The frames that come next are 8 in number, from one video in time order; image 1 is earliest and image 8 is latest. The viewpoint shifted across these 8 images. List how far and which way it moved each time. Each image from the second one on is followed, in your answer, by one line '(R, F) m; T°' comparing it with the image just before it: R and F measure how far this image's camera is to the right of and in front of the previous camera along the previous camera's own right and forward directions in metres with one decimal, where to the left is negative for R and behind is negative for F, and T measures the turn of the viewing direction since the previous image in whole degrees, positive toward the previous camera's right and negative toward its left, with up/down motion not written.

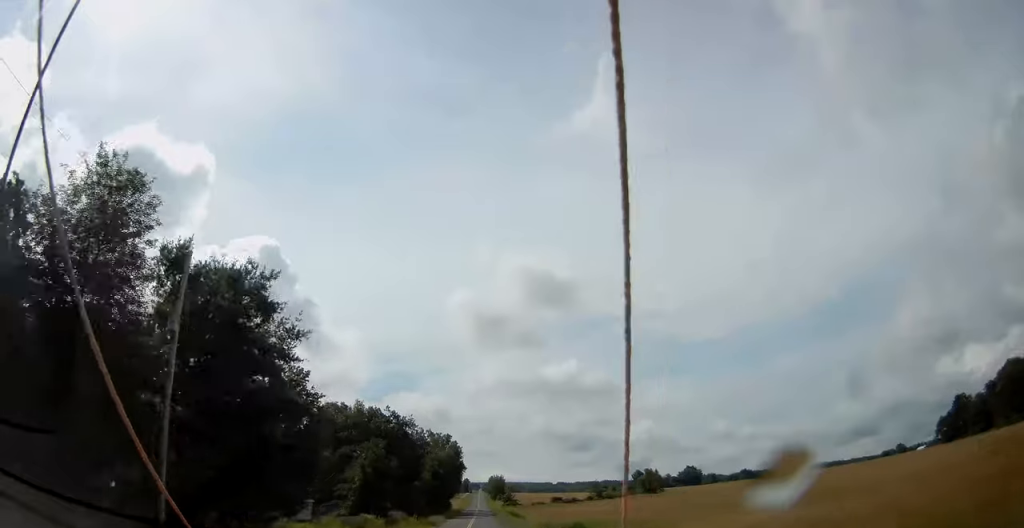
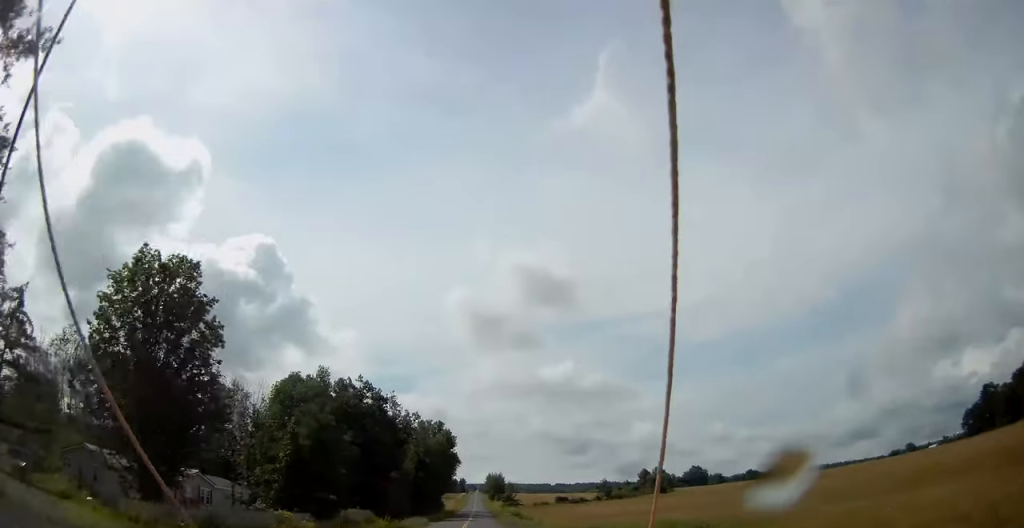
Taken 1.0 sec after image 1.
(0.0, +24.8) m; 0°
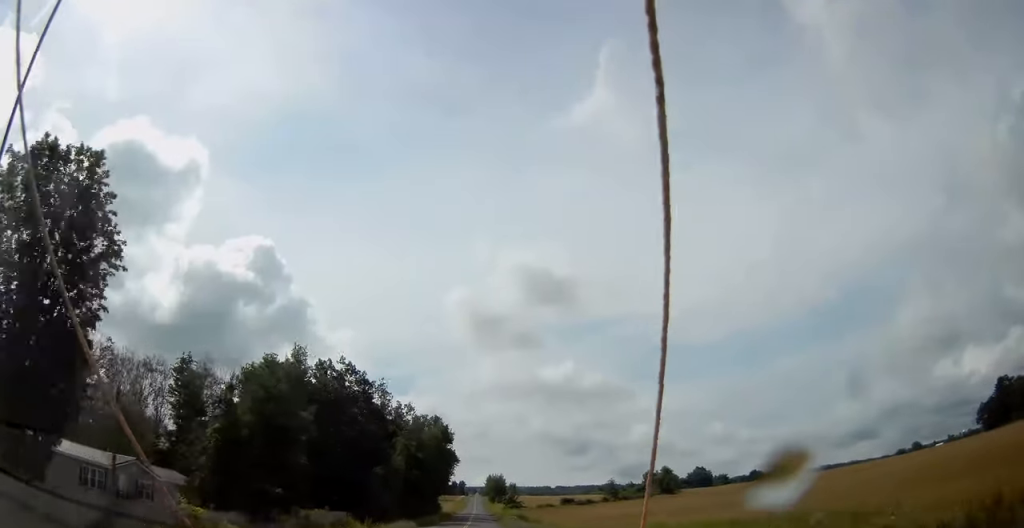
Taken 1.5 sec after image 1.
(0.0, +12.0) m; 0°
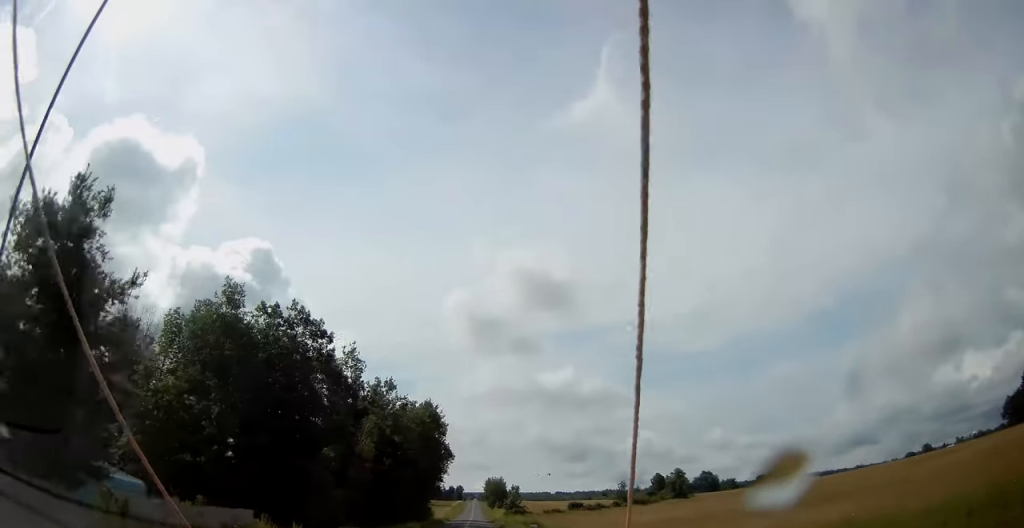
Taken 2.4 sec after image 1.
(+0.1, +21.6) m; 0°
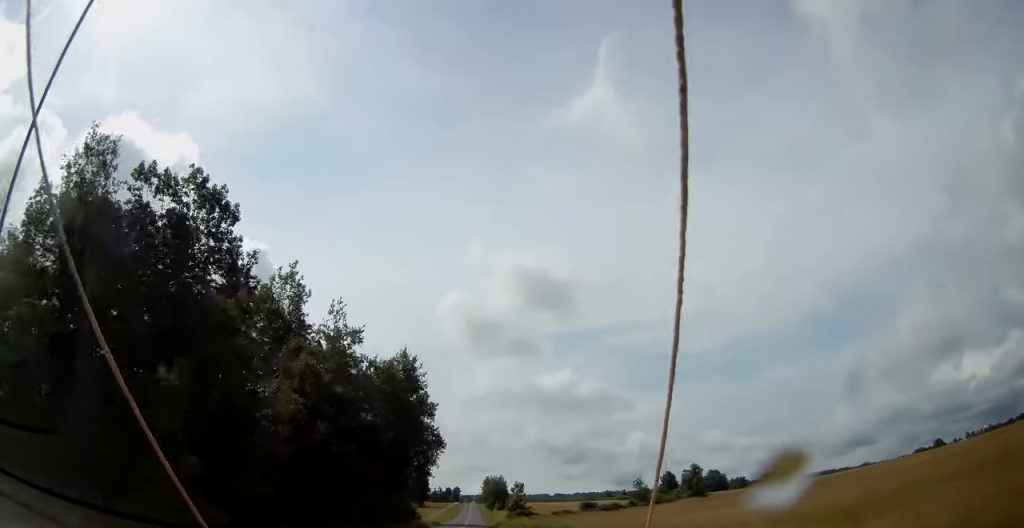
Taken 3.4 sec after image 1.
(0.0, +24.0) m; 0°
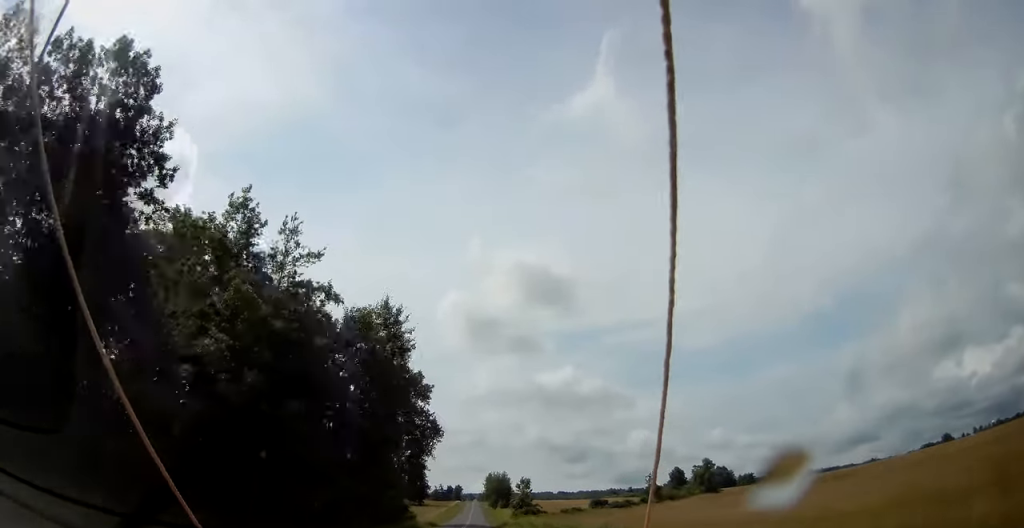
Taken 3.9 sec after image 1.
(-0.2, +12.0) m; 0°
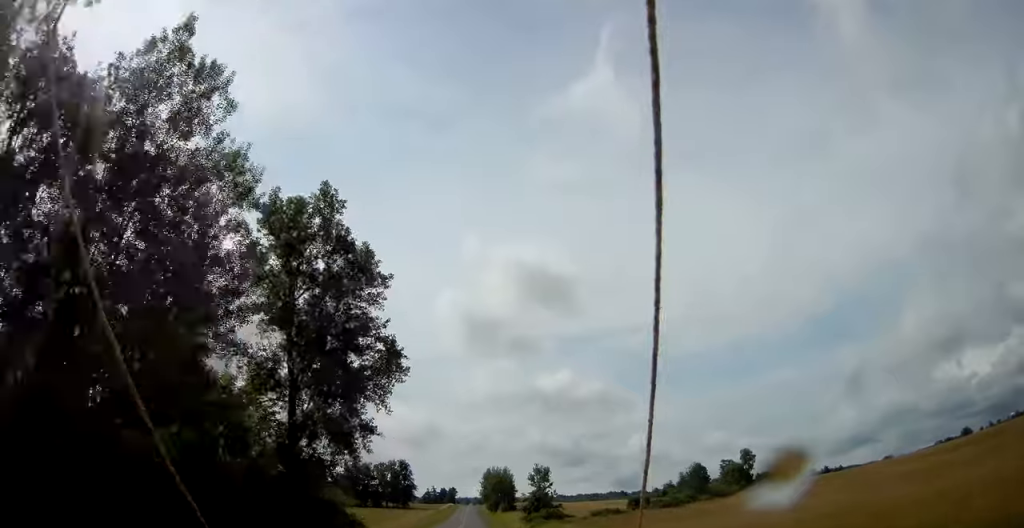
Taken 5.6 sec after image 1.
(+0.4, +39.3) m; 0°
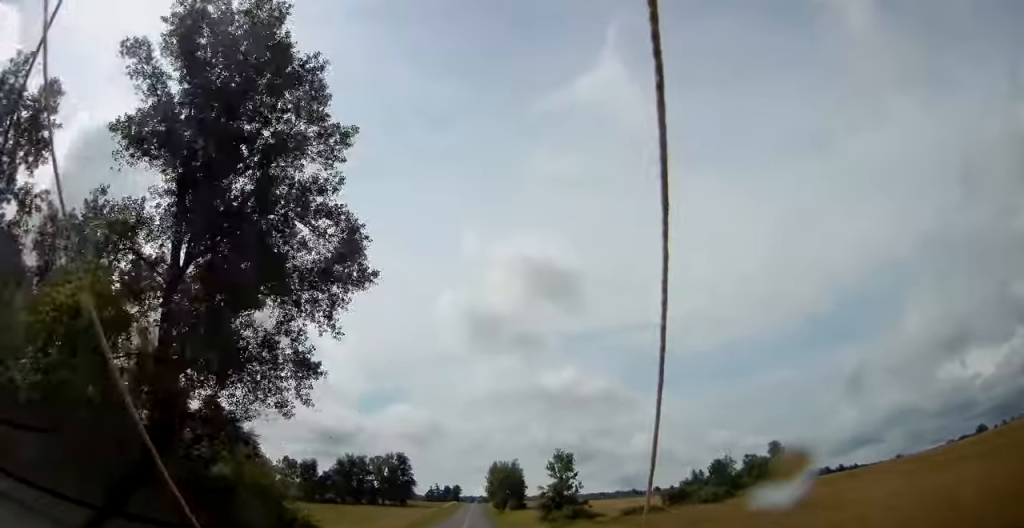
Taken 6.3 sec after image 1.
(-0.1, +17.7) m; -1°
